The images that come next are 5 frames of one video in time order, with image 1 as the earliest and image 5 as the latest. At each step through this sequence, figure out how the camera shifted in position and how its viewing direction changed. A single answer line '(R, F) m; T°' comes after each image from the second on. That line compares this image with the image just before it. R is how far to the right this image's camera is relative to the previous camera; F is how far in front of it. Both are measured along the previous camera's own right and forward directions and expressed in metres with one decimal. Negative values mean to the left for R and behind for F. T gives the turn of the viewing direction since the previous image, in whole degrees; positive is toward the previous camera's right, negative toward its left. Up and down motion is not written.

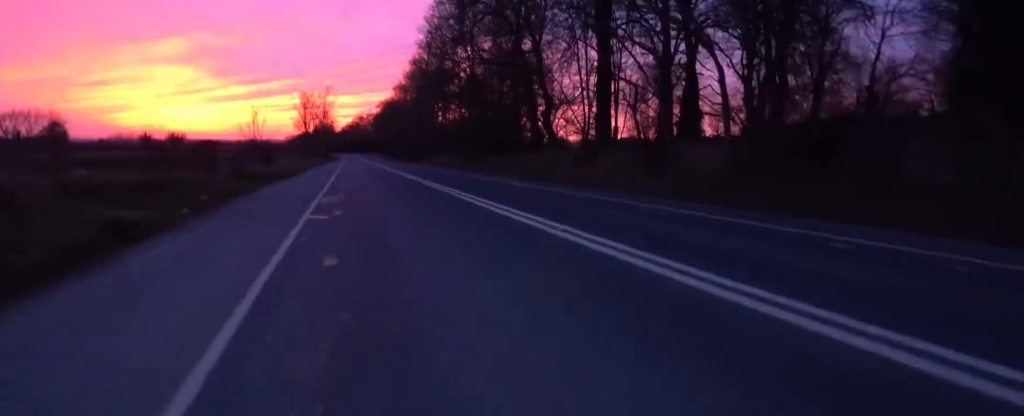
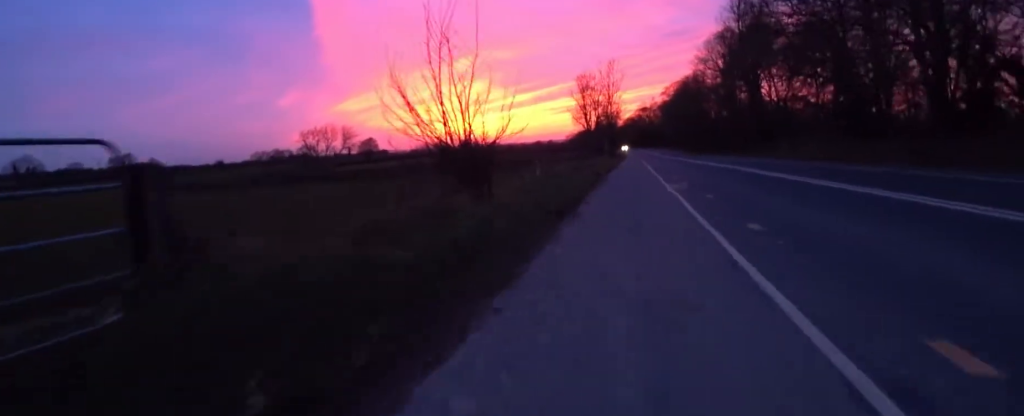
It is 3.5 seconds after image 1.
(-2.1, +18.4) m; -9°
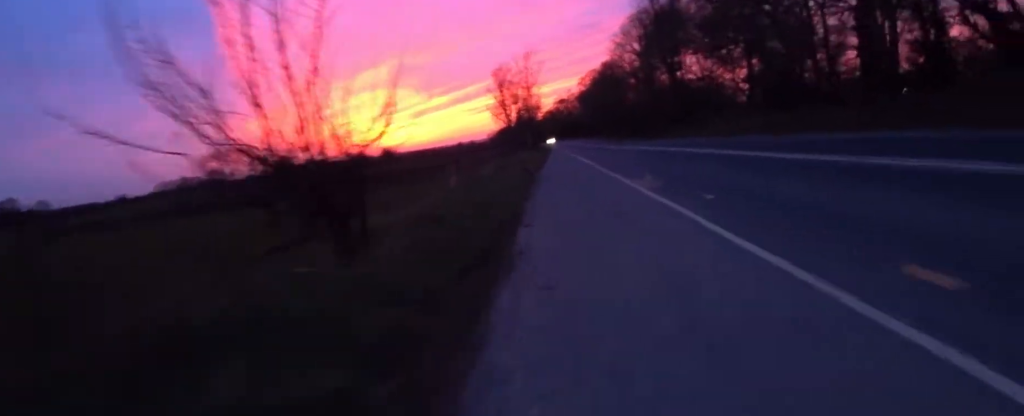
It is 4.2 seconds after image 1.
(-1.0, +3.9) m; -2°
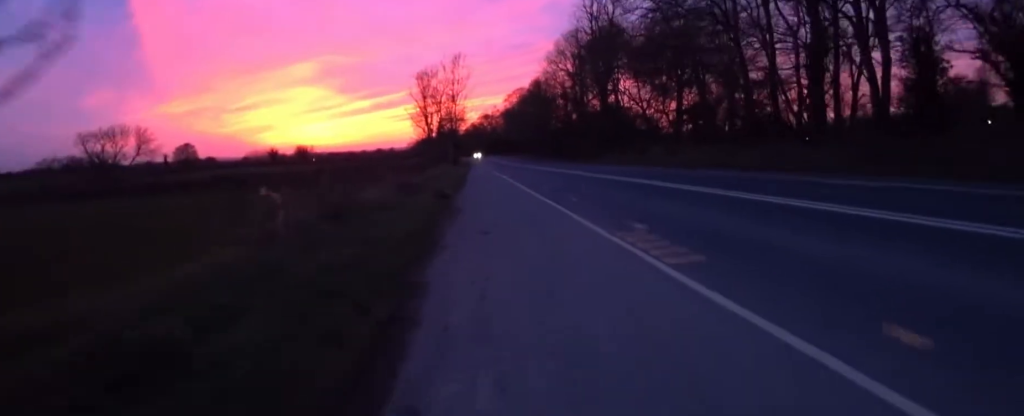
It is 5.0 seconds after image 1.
(+0.7, +4.6) m; +8°
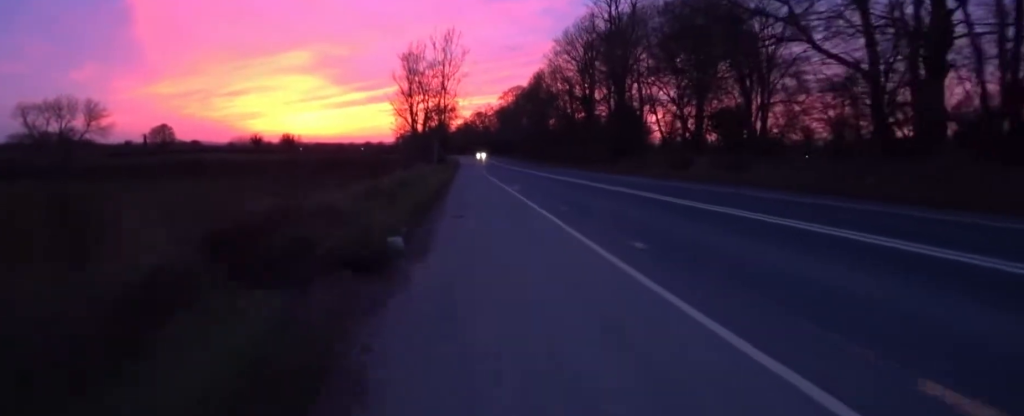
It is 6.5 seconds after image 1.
(+0.6, +8.8) m; +3°
